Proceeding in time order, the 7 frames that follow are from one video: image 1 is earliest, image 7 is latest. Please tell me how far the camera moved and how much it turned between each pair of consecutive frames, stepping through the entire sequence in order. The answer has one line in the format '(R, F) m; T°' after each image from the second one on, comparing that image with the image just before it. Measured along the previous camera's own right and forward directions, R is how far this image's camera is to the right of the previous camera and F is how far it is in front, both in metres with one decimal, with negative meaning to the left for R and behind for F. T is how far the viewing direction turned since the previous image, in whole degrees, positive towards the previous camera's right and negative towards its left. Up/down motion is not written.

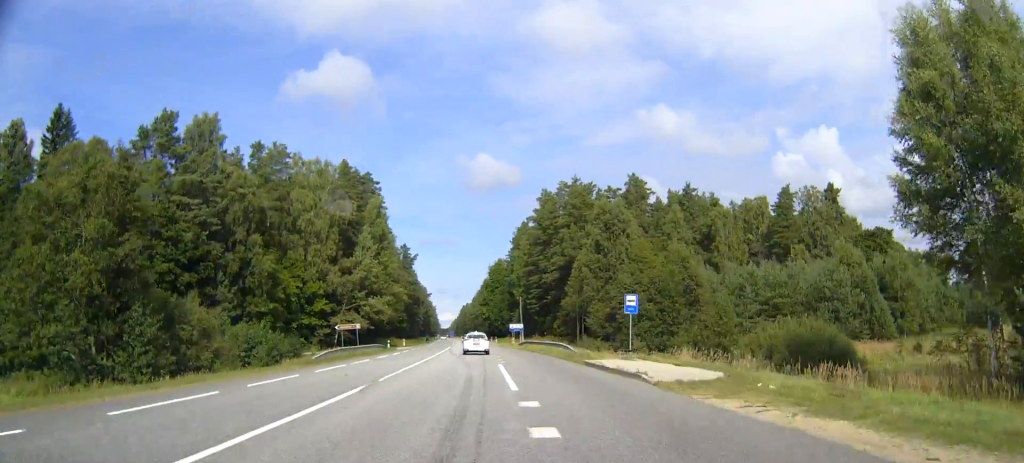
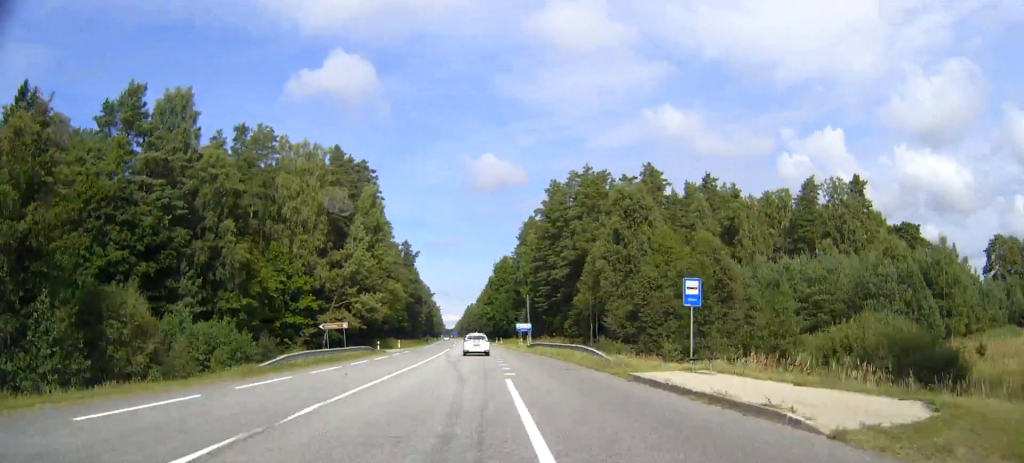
(+0.1, +10.2) m; +1°
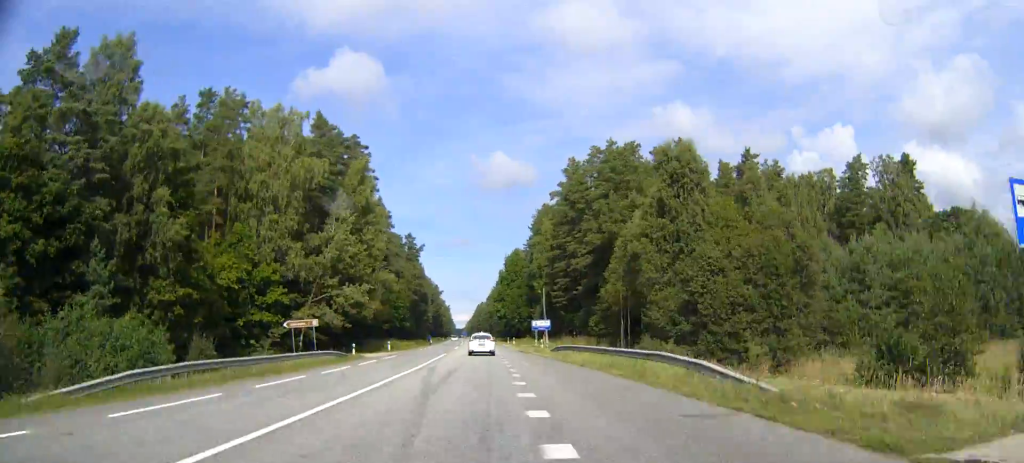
(+0.2, +17.3) m; -2°
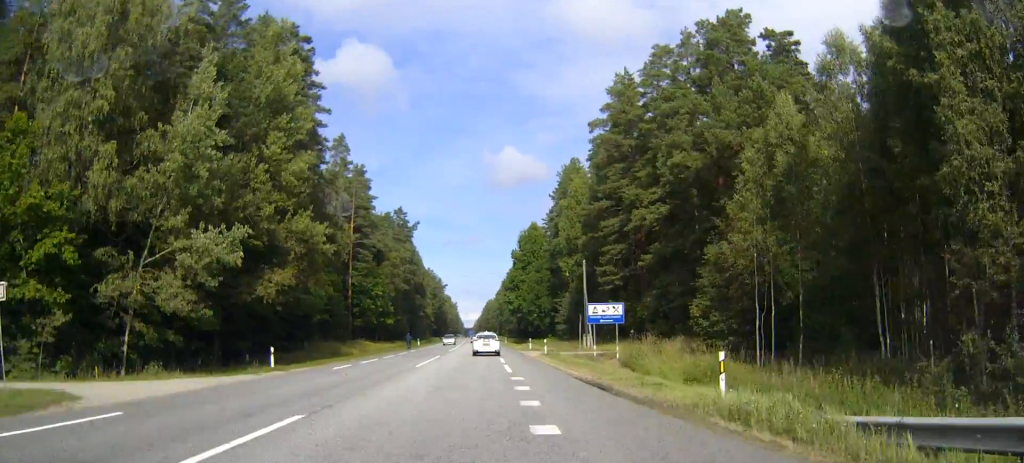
(-1.5, +43.0) m; -2°
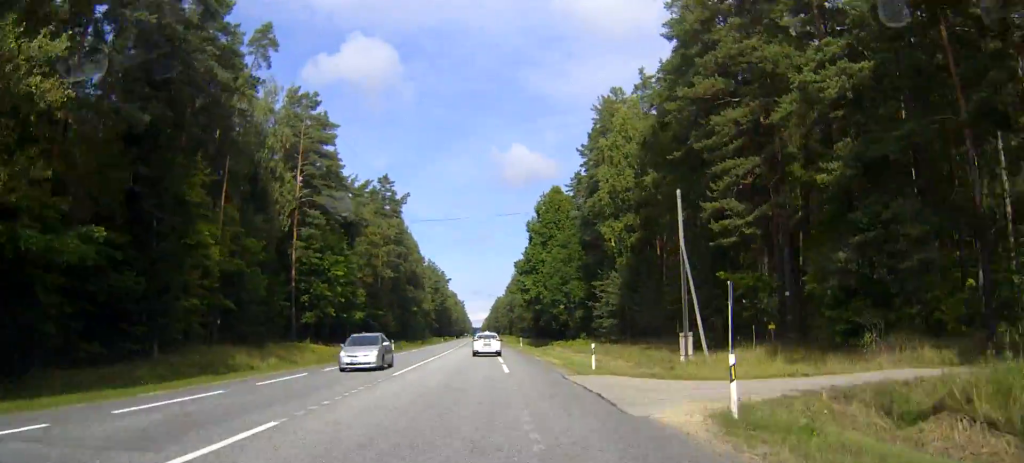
(+0.4, +36.9) m; 0°
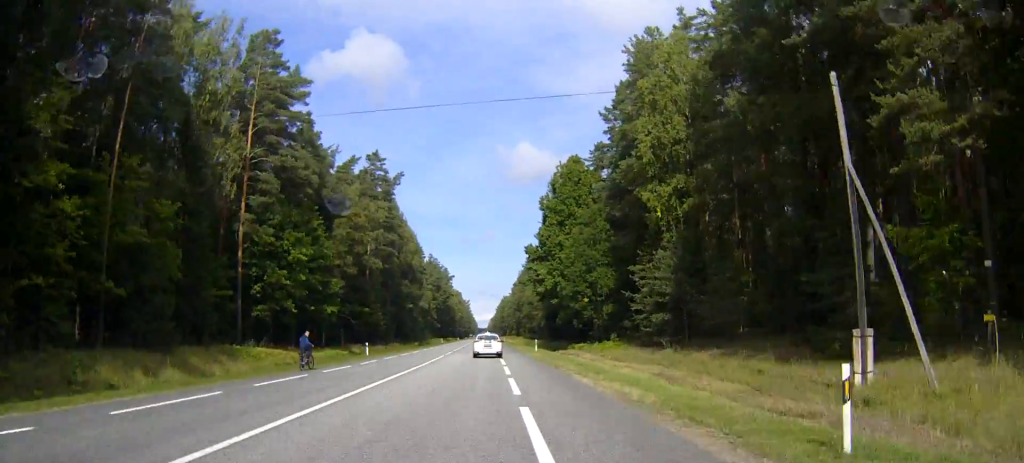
(-0.1, +18.8) m; 0°
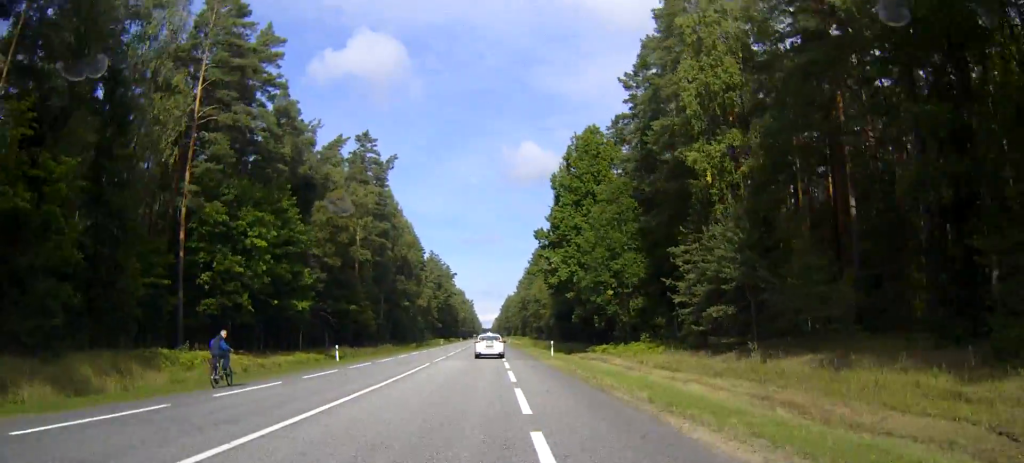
(0.0, +12.8) m; 0°
